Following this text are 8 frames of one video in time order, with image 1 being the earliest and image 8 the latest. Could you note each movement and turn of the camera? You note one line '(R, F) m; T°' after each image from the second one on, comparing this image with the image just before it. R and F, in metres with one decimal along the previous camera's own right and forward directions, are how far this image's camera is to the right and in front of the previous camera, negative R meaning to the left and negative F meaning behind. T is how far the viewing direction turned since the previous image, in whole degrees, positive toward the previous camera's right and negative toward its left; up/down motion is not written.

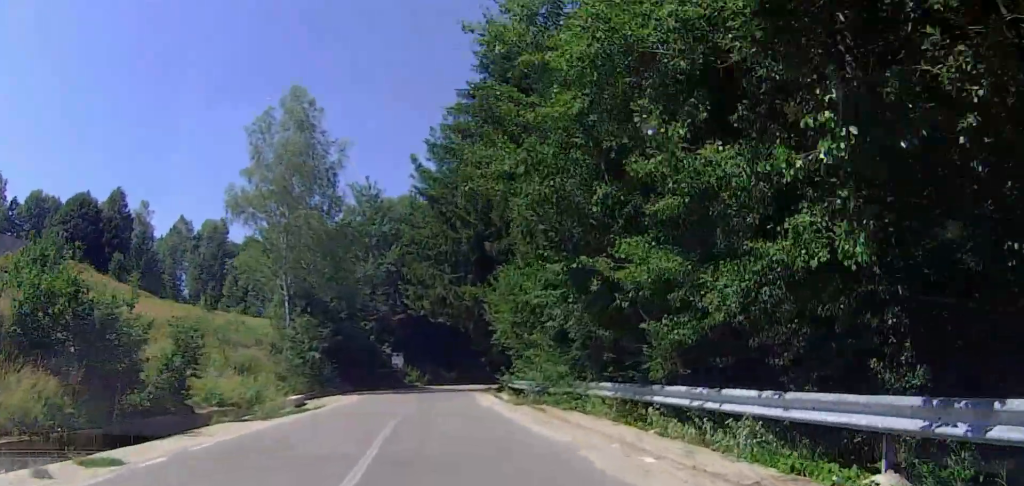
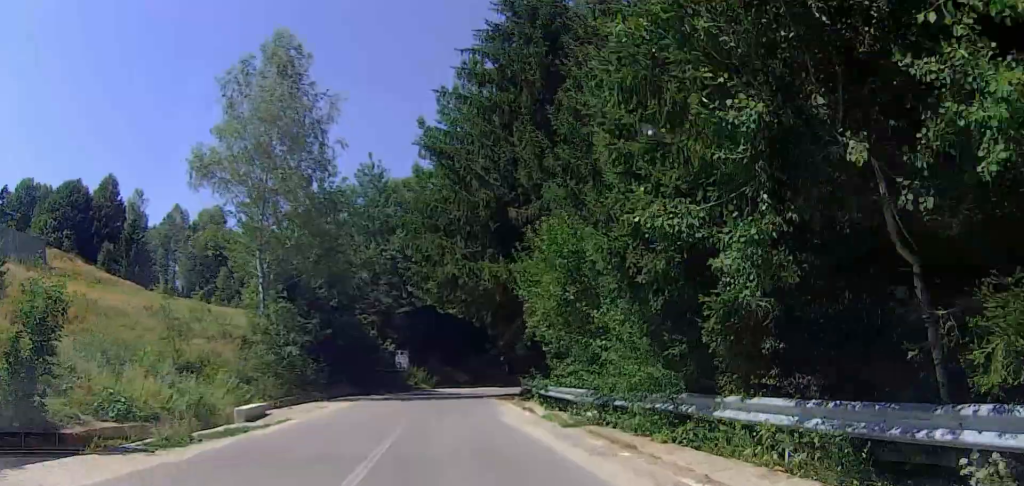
(-0.1, +7.4) m; -1°
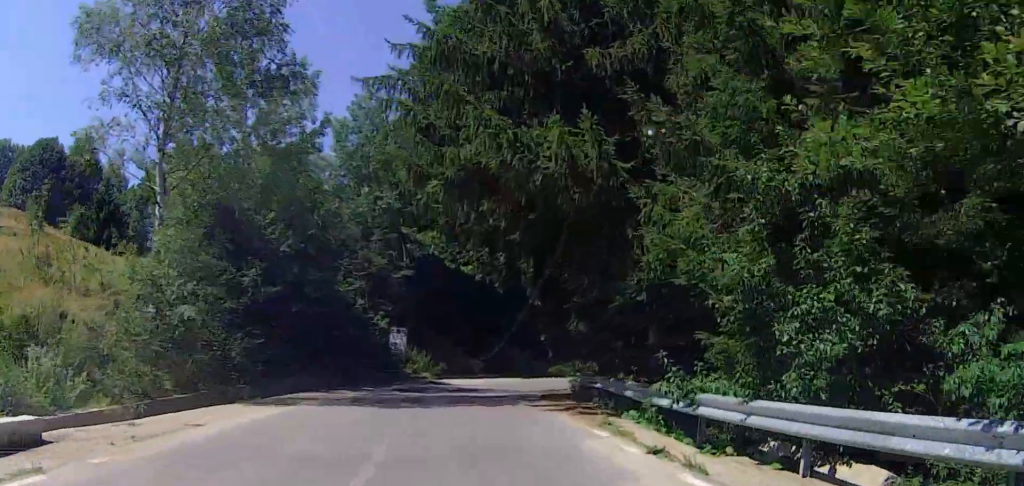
(-0.1, +12.2) m; 0°
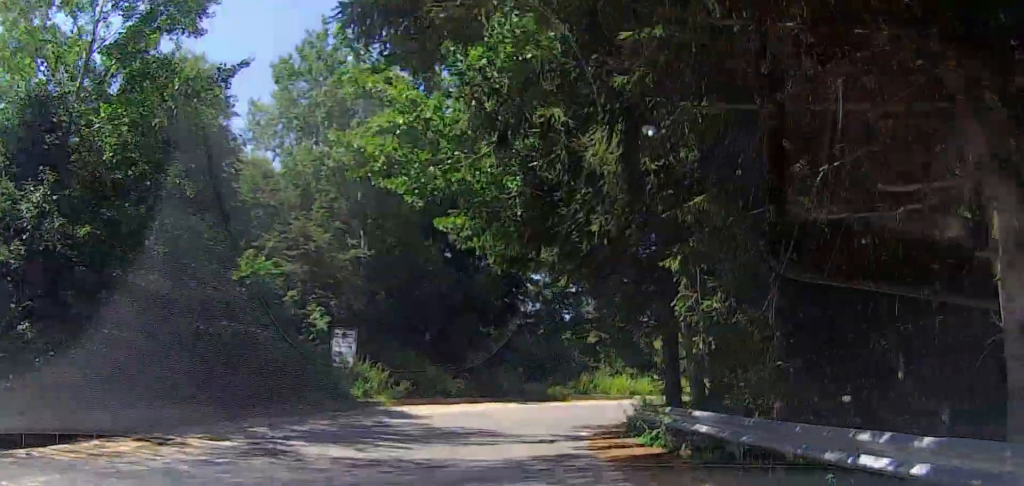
(+0.1, +12.2) m; +2°
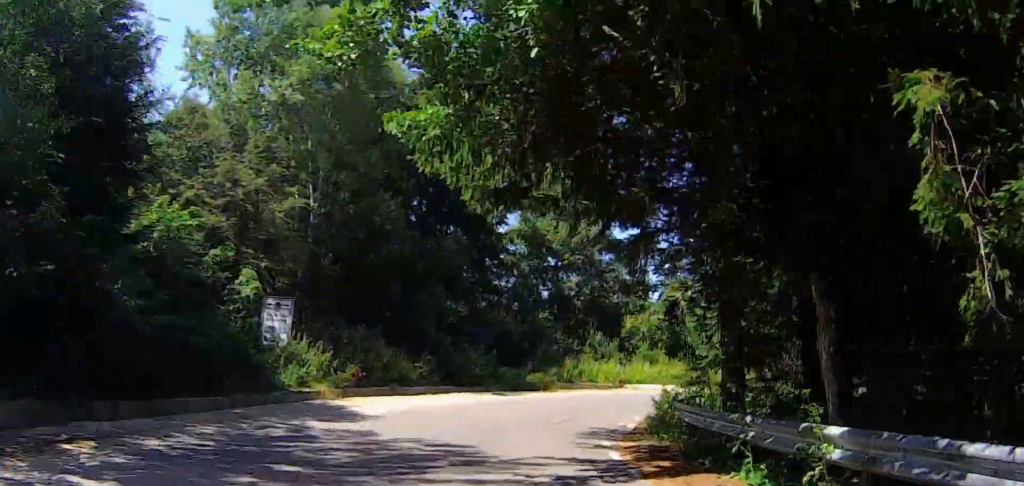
(+0.2, +6.2) m; +6°
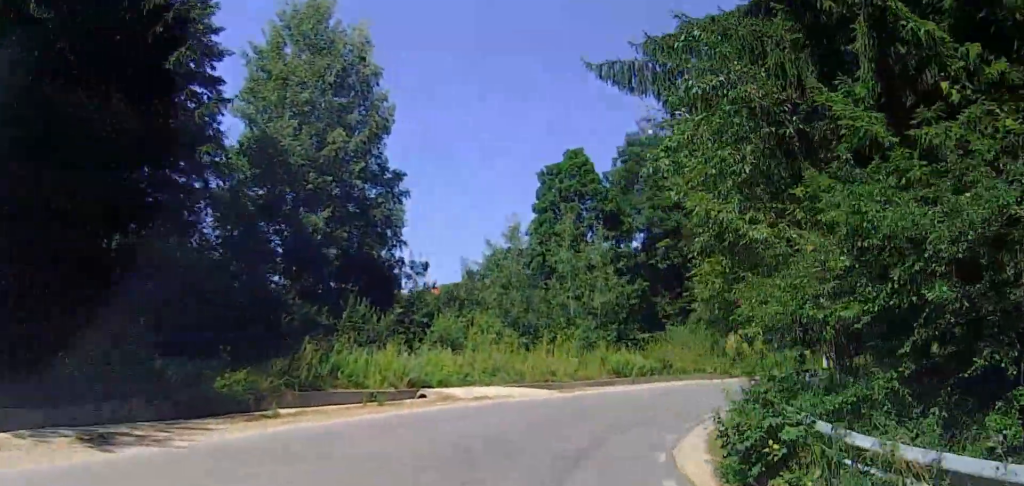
(+3.8, +18.5) m; +22°
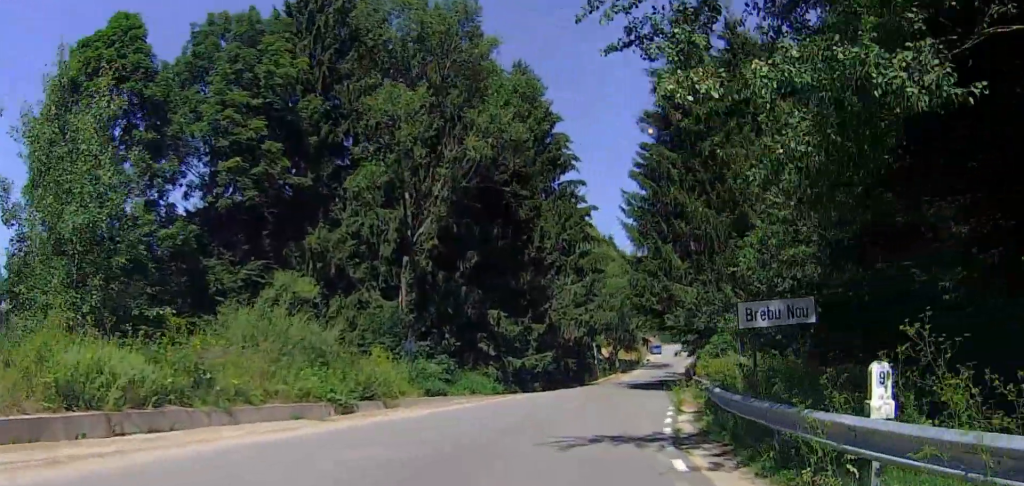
(+4.4, +19.0) m; +44°
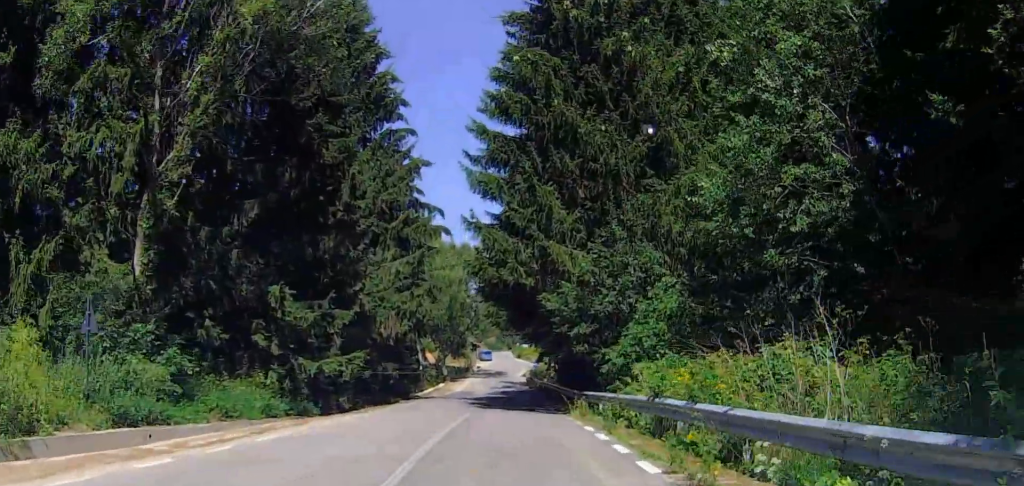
(+2.4, +12.3) m; -6°
